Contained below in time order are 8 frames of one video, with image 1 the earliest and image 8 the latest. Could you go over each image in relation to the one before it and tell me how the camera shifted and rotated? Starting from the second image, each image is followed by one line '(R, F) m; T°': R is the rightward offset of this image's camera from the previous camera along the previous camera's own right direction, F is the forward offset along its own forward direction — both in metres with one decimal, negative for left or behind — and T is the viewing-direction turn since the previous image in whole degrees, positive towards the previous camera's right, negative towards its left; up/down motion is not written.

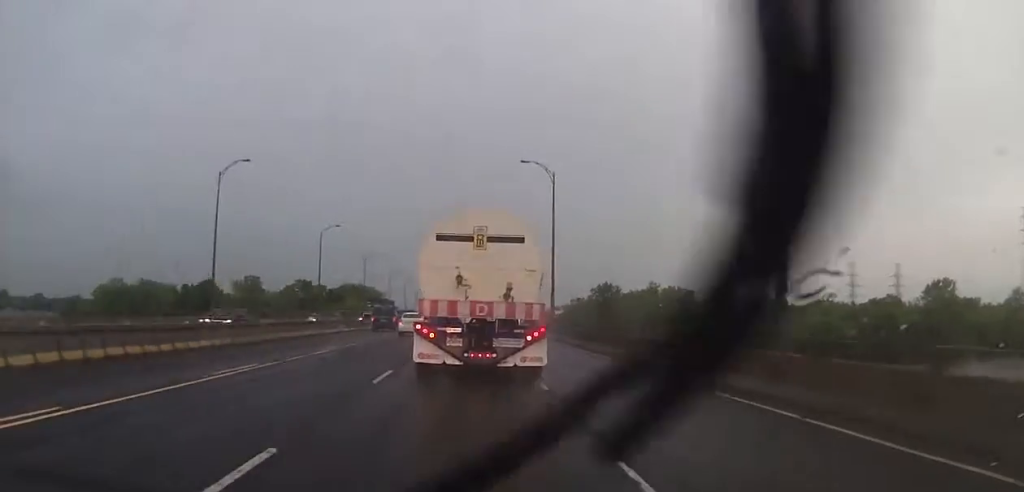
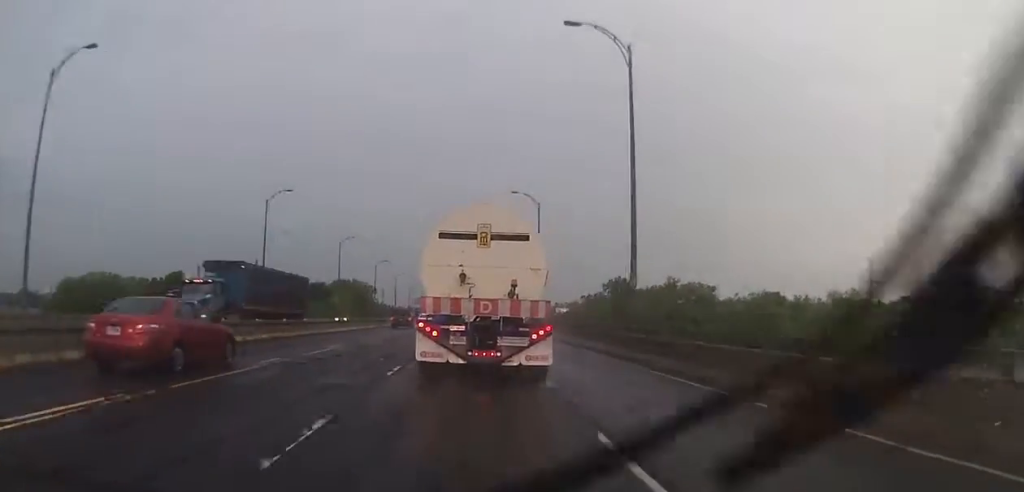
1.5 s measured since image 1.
(+0.3, +25.8) m; +1°
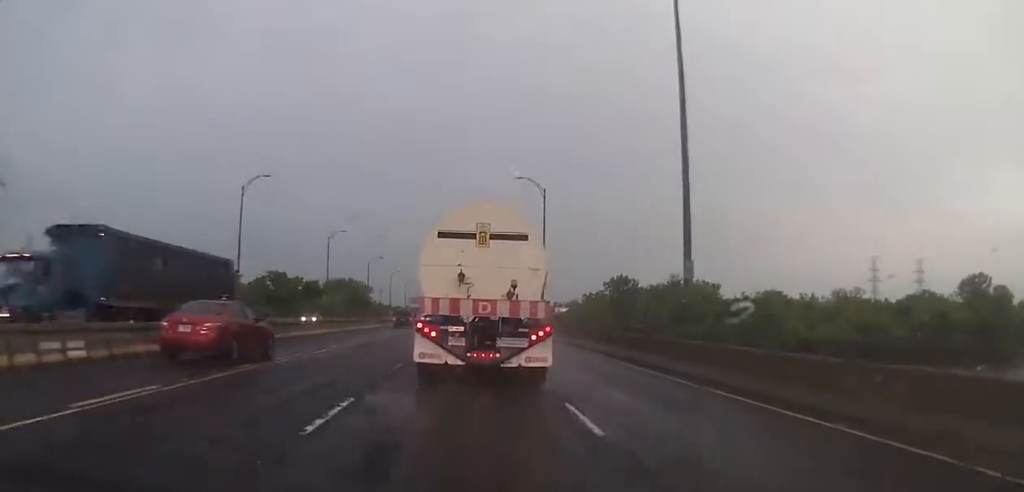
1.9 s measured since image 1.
(+0.1, +6.9) m; 0°
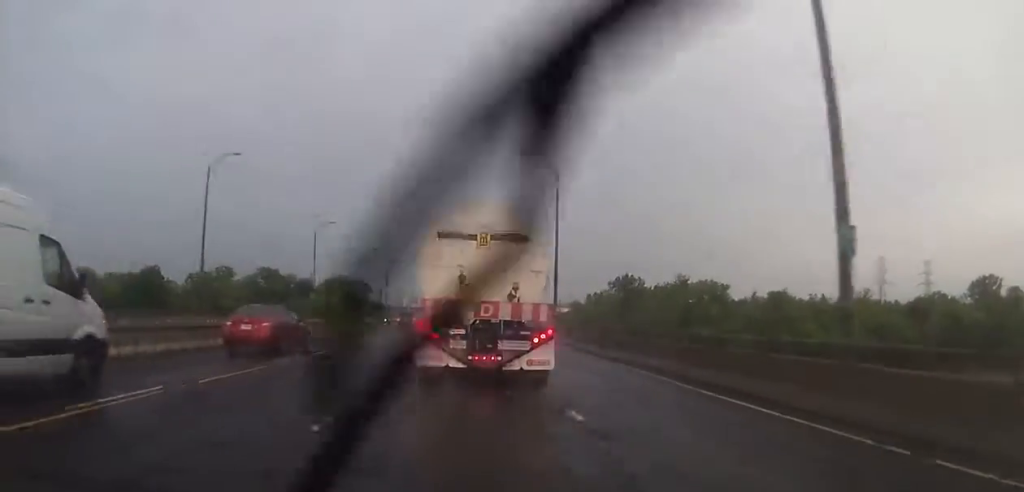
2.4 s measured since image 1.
(-0.1, +8.7) m; -1°
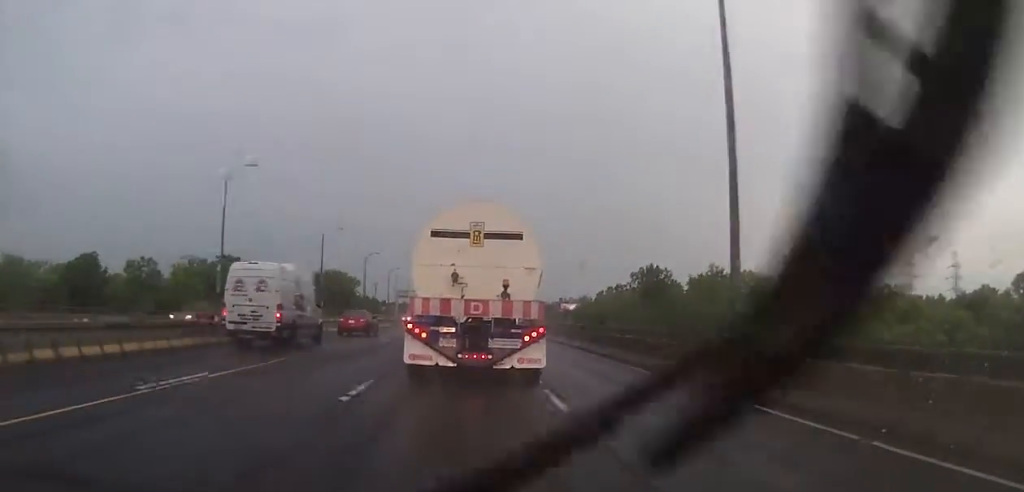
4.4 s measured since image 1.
(-0.8, +34.4) m; -1°
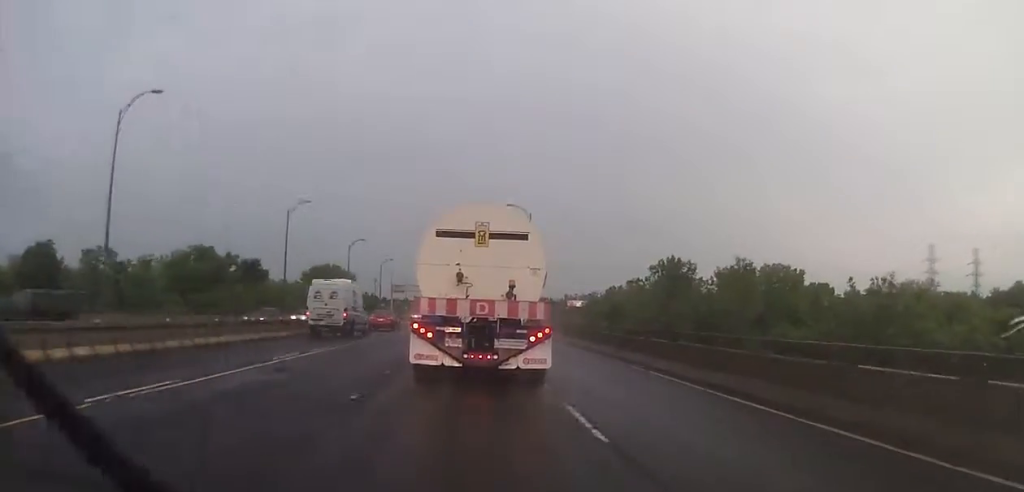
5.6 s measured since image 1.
(+0.2, +19.9) m; +1°
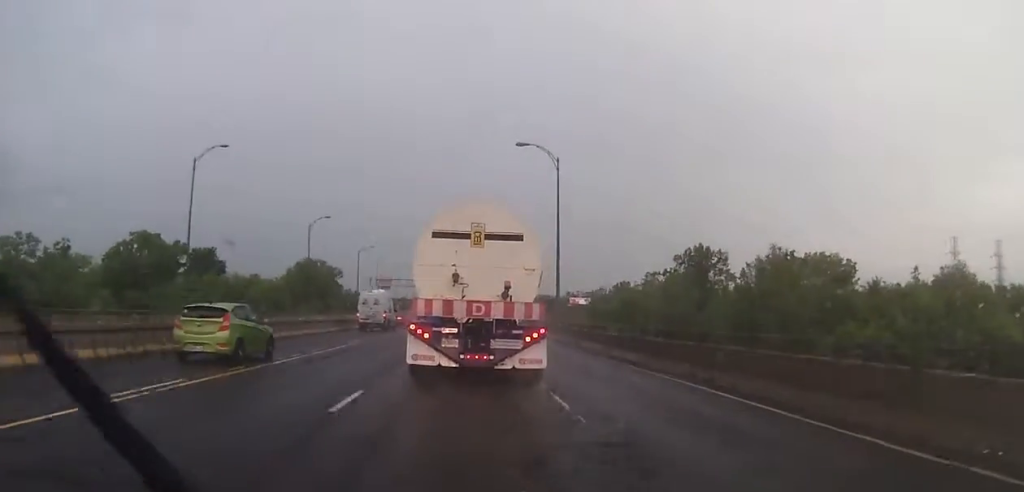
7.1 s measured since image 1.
(+0.1, +26.2) m; +1°
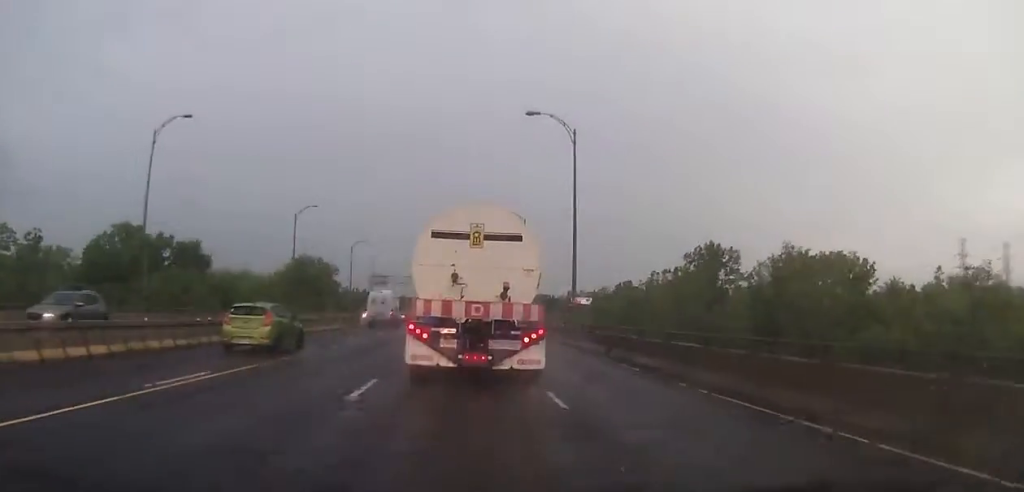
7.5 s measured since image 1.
(+0.1, +7.5) m; 0°
